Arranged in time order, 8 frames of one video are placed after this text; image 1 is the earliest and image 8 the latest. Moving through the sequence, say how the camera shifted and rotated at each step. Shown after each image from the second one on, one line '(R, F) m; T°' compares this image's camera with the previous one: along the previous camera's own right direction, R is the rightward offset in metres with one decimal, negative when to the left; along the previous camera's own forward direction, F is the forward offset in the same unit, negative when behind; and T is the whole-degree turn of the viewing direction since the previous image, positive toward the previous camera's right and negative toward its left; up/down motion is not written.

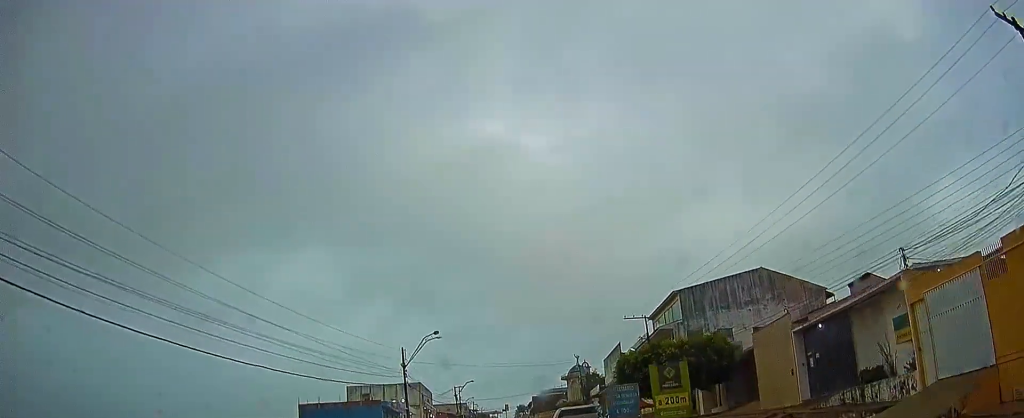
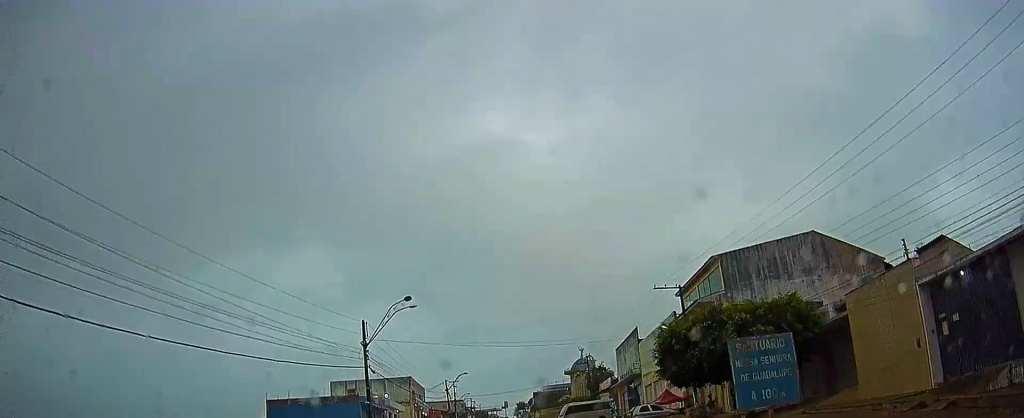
(+0.2, +10.5) m; 0°
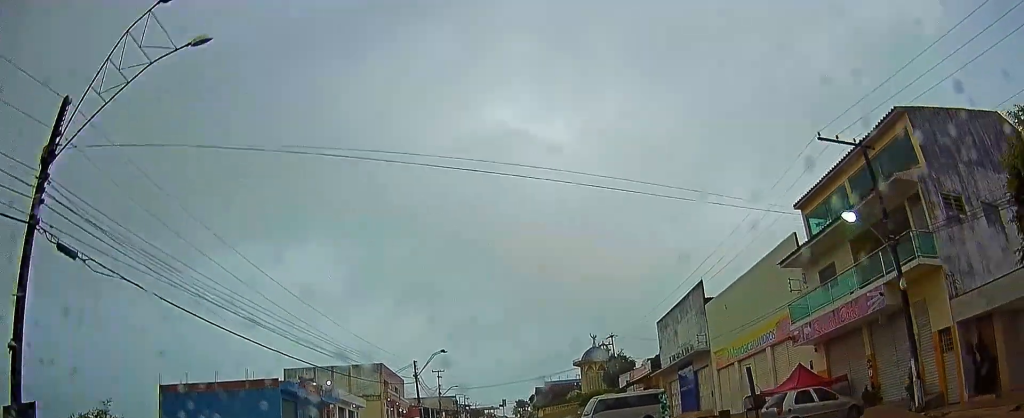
(-0.8, +23.9) m; -1°
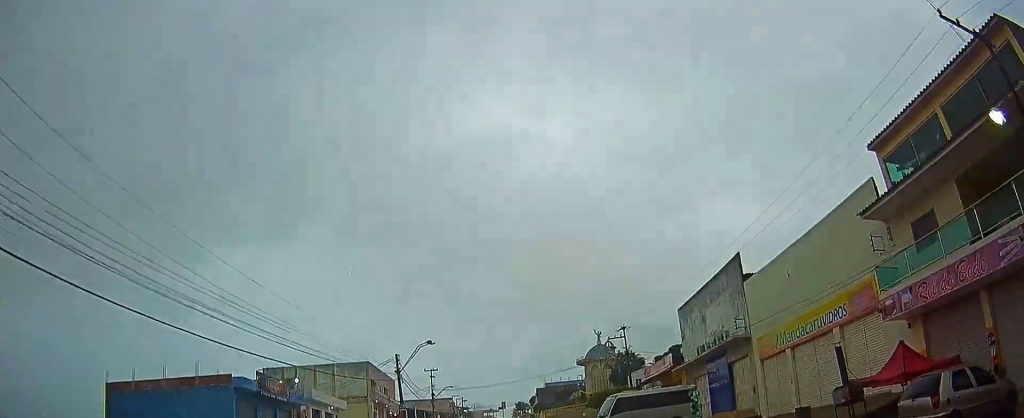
(+0.4, +8.1) m; +1°
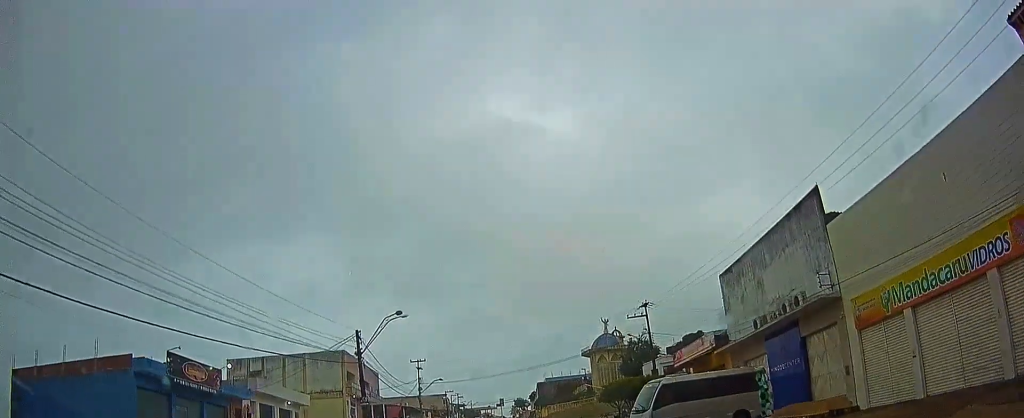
(+0.1, +11.3) m; -1°
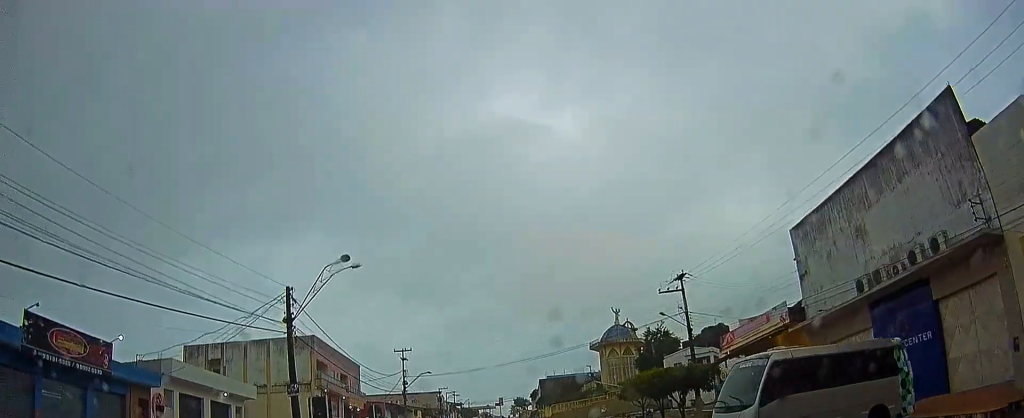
(-0.3, +10.8) m; -2°
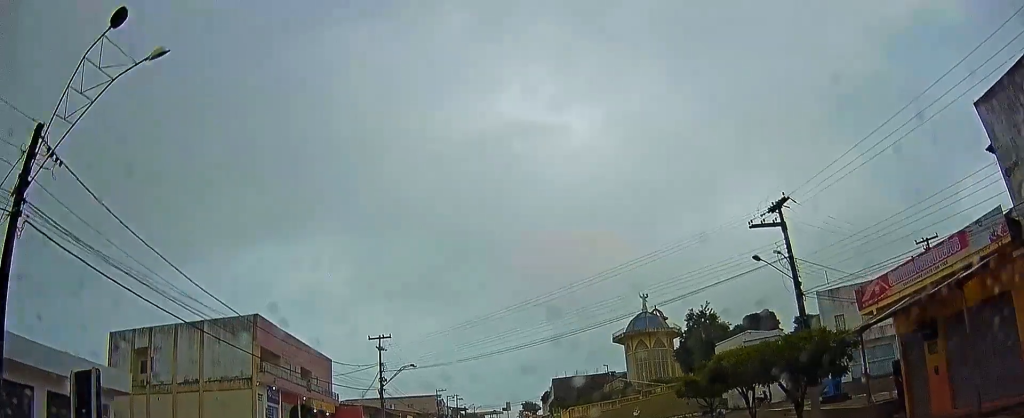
(-0.1, +14.4) m; +1°
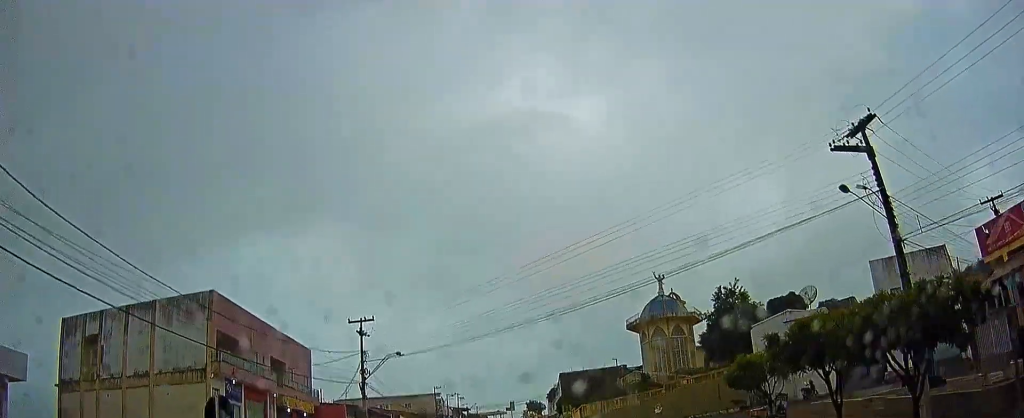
(+0.1, +6.8) m; +1°
